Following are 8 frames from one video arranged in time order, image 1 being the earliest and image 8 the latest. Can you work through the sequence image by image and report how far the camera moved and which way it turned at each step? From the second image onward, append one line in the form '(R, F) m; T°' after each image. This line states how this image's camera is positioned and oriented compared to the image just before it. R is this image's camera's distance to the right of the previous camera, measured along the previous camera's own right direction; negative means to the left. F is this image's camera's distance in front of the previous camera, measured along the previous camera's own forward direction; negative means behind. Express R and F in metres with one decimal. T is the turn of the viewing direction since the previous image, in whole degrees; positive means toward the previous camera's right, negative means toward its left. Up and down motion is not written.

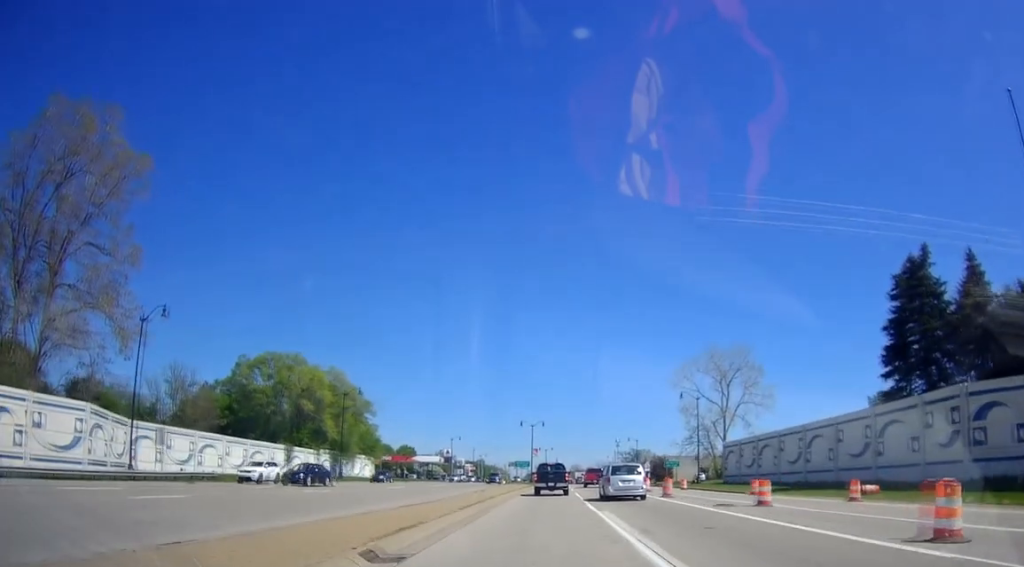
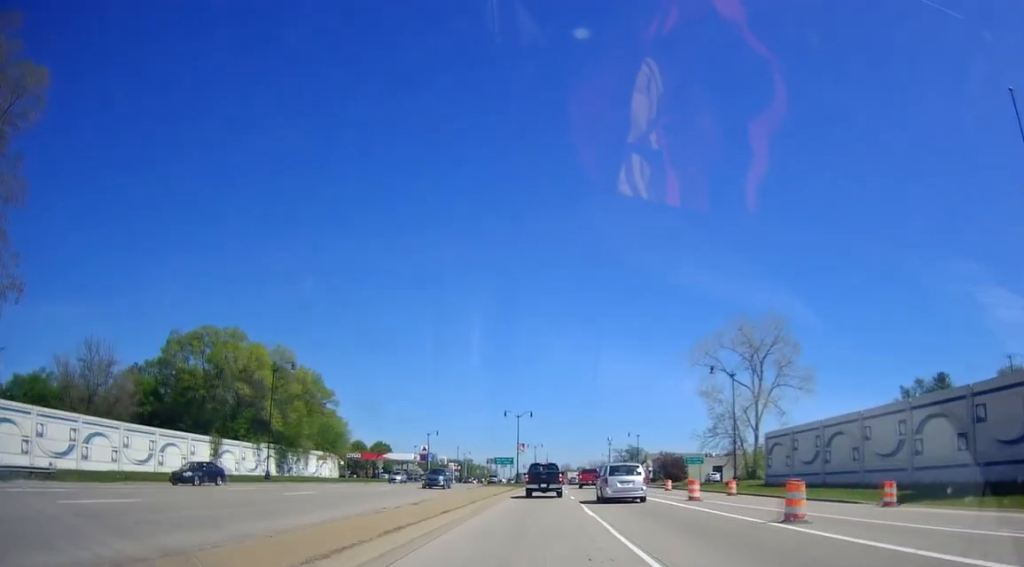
(0.0, +18.6) m; +1°
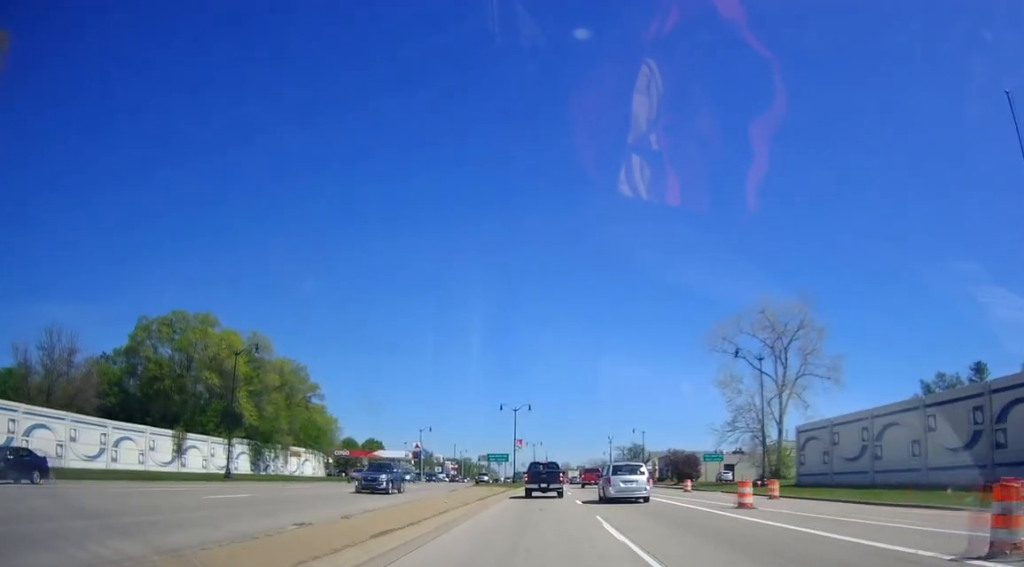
(-0.1, +7.9) m; +1°
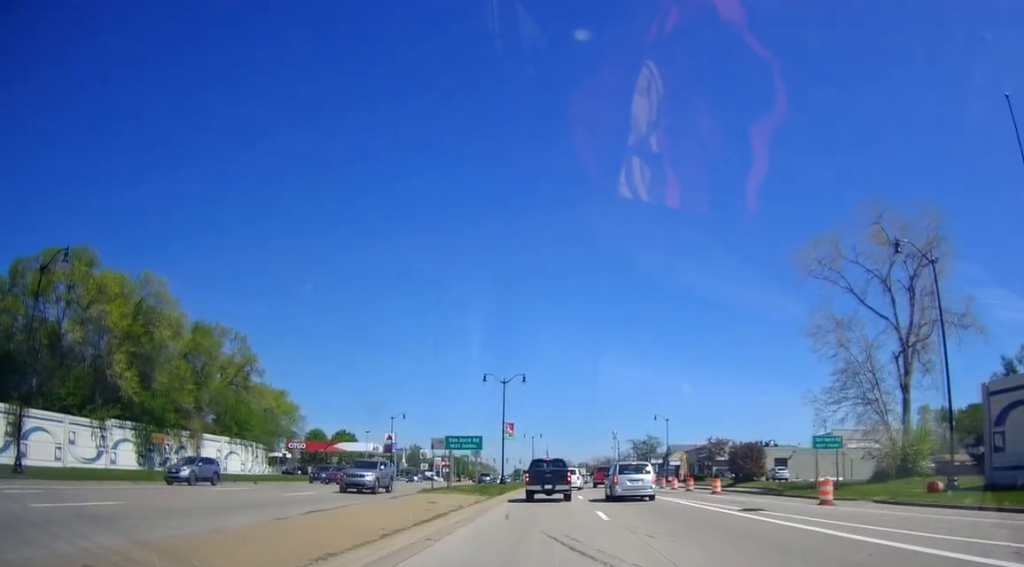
(+0.3, +25.2) m; -1°
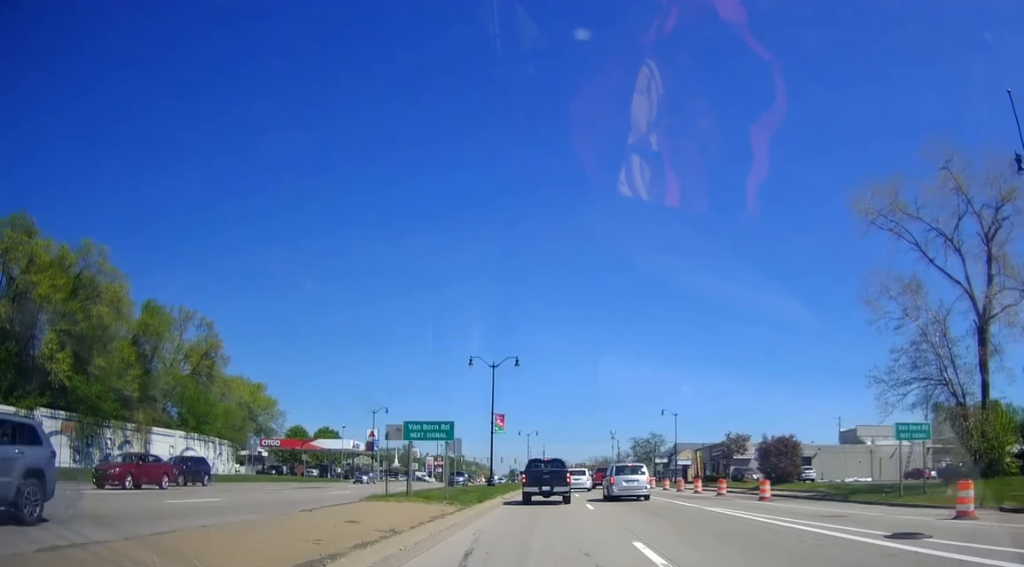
(-0.1, +9.9) m; 0°
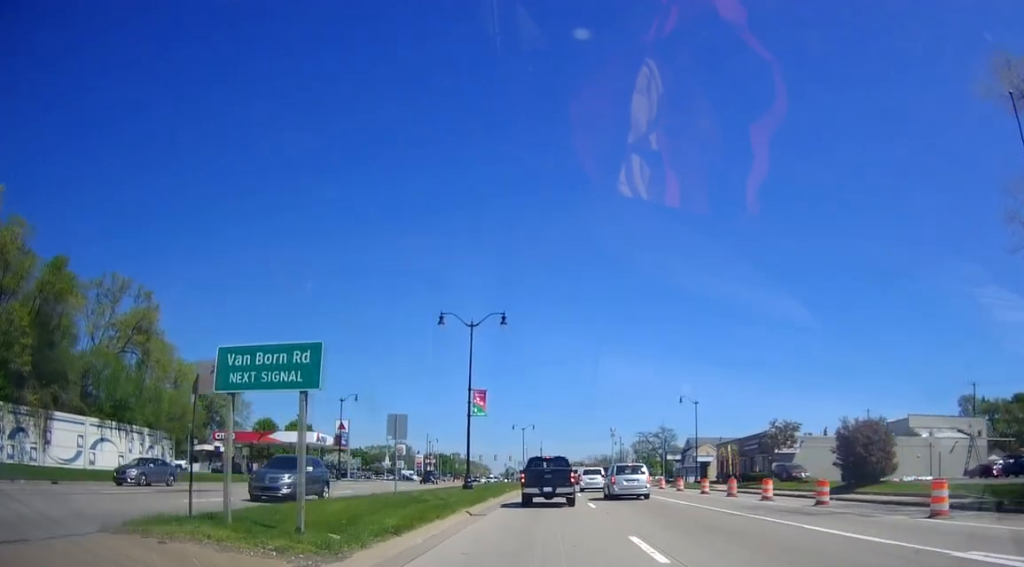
(+0.5, +15.1) m; +4°
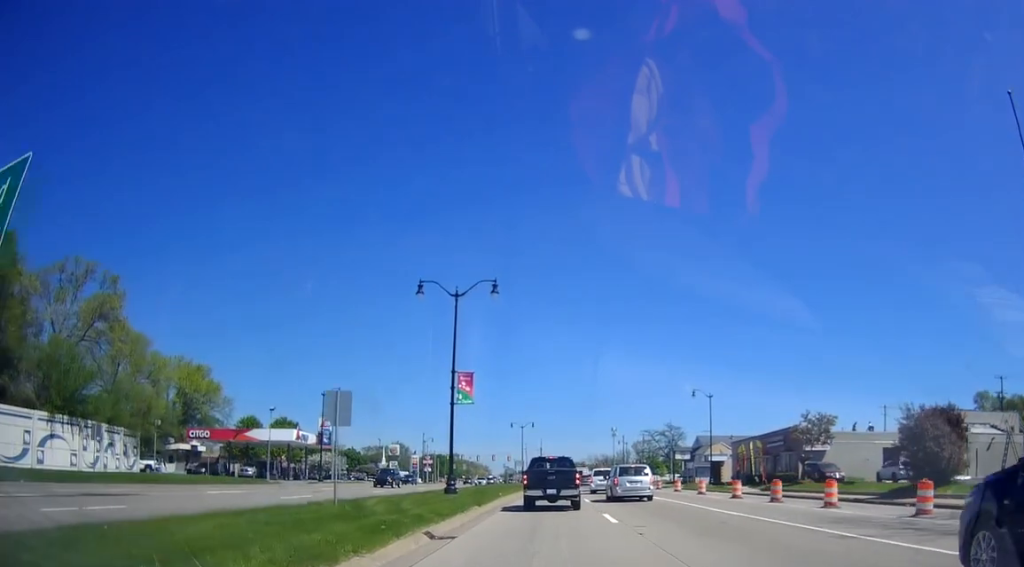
(0.0, +7.0) m; +1°
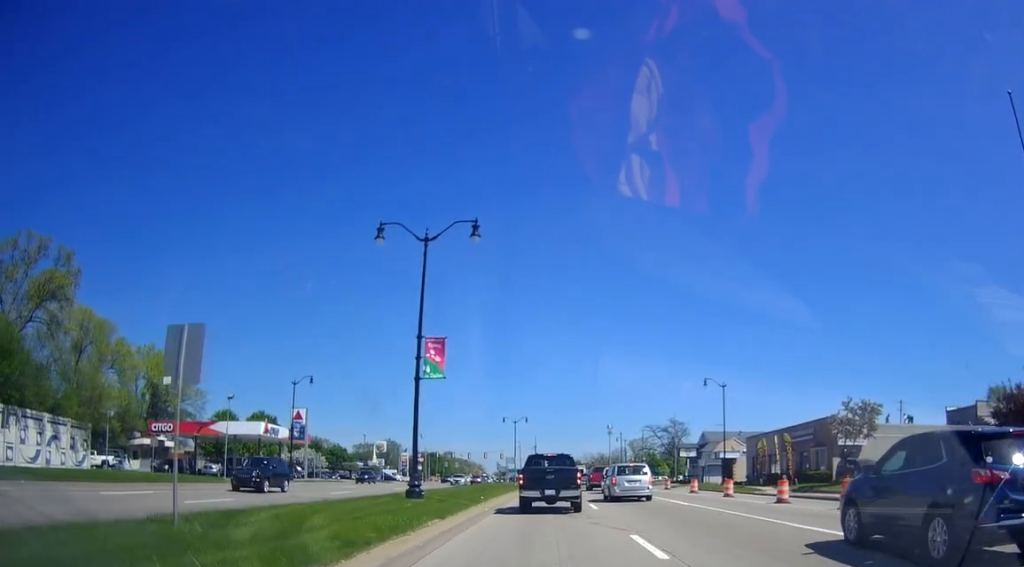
(+0.1, +7.7) m; -1°
